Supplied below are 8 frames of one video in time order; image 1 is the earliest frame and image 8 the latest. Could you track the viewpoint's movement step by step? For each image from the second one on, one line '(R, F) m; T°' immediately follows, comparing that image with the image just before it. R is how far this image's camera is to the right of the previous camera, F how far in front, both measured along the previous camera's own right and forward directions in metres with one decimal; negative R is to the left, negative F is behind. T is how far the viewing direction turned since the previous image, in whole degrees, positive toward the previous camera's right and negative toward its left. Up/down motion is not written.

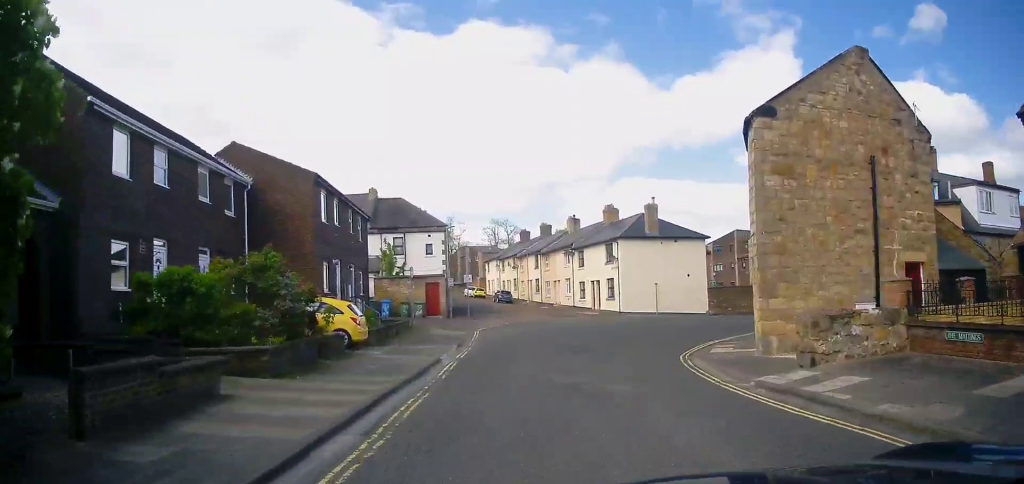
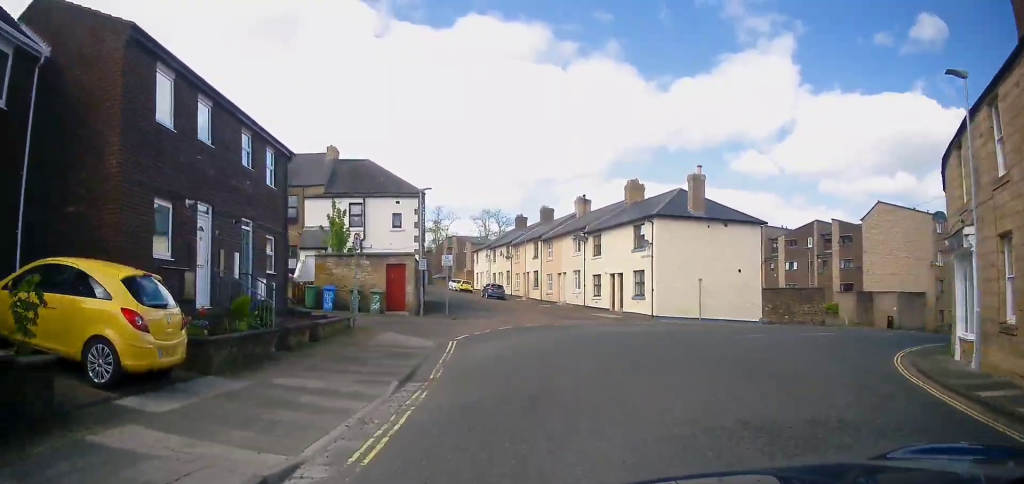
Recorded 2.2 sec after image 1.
(+1.0, +11.8) m; 0°
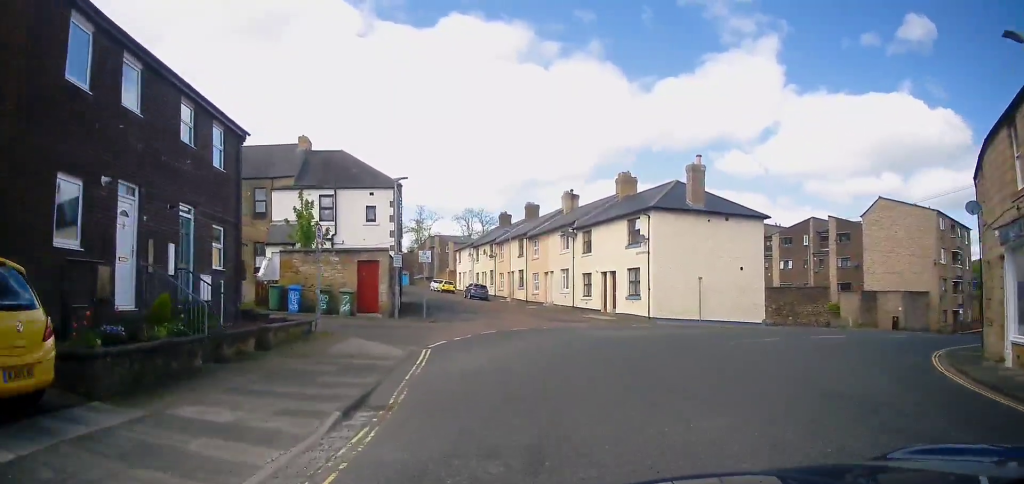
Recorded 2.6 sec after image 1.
(-0.3, +2.6) m; 0°
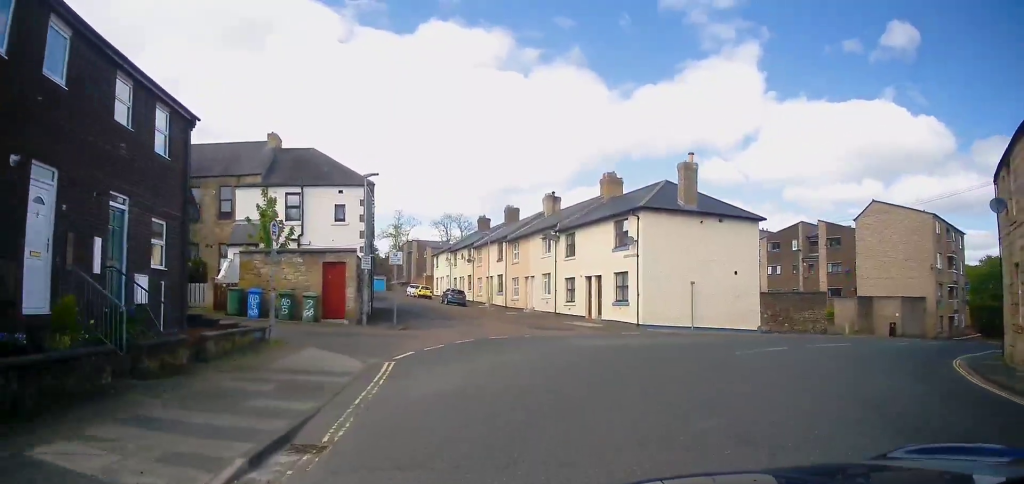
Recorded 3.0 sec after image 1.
(-0.2, +2.1) m; 0°
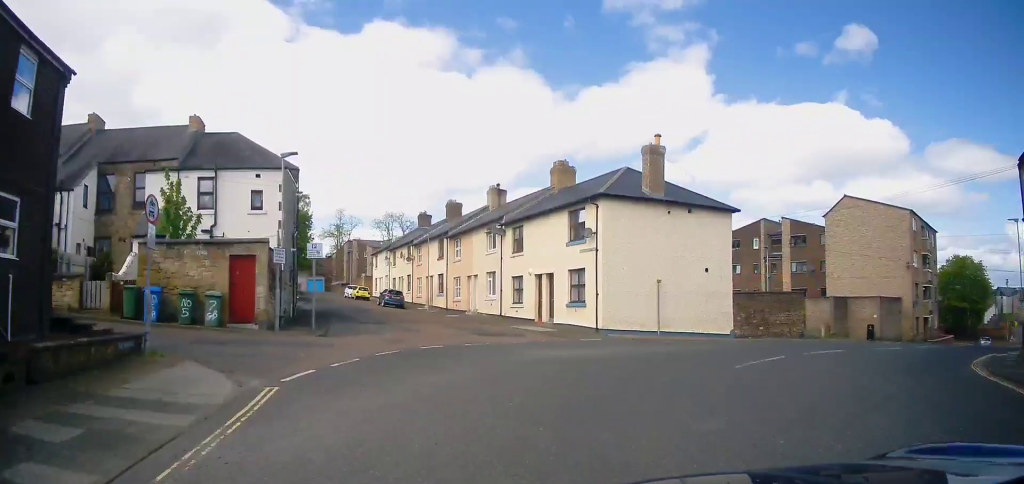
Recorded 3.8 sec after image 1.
(+0.3, +3.8) m; +8°
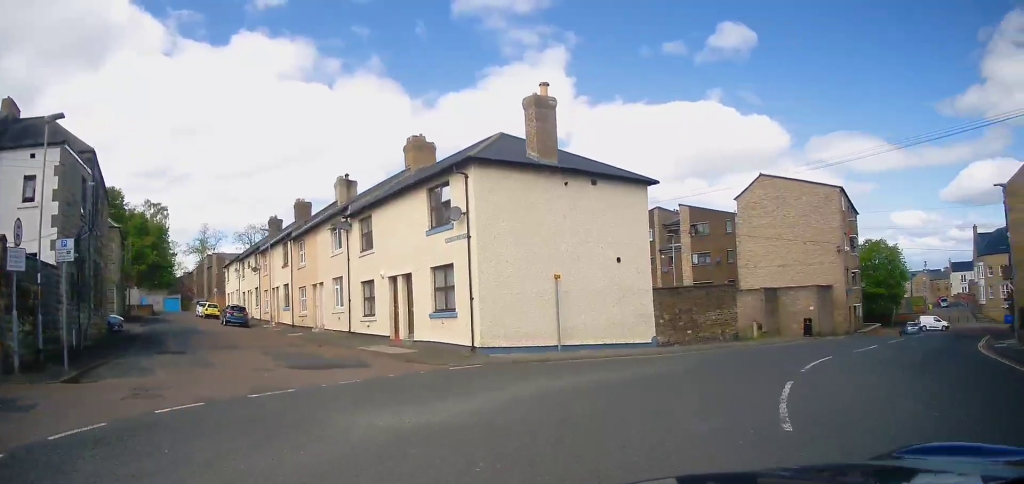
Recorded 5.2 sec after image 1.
(+1.0, +7.1) m; +12°
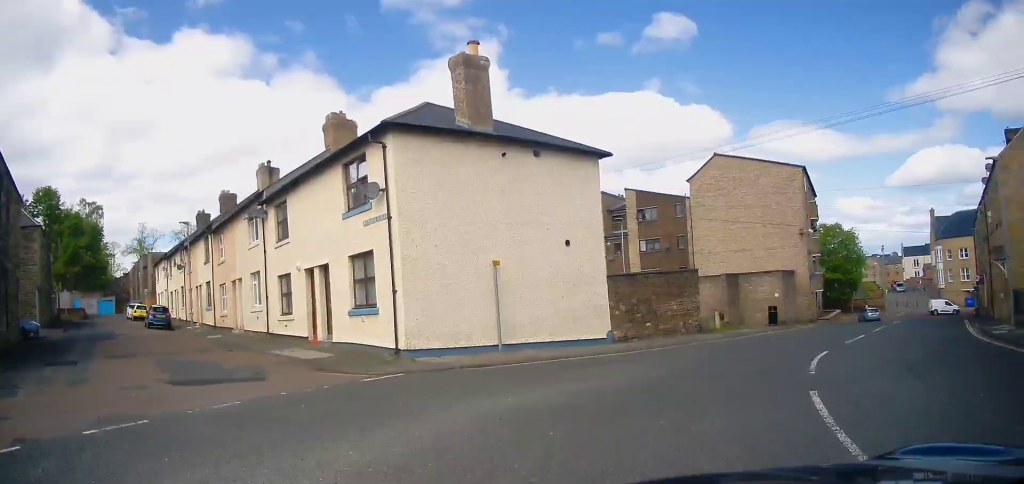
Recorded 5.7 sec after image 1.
(0.0, +2.9) m; +7°
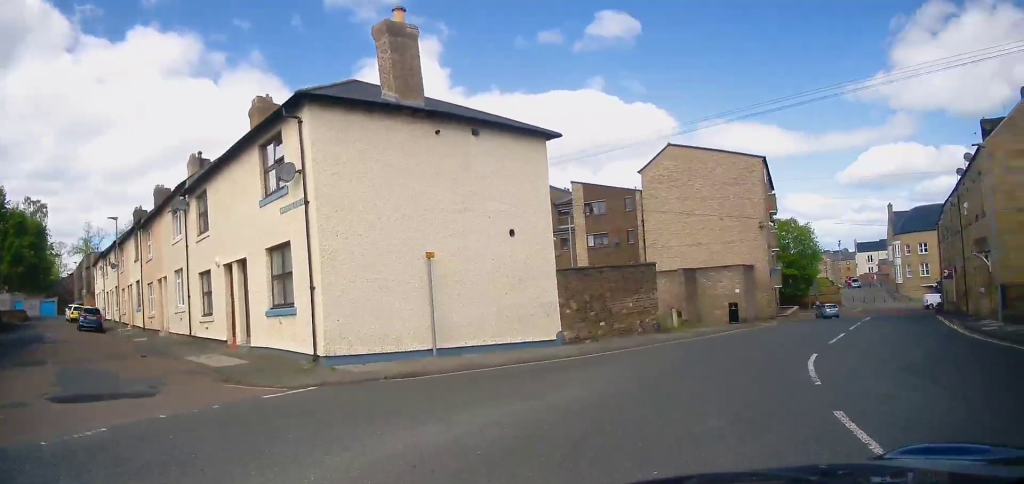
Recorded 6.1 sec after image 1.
(-0.2, +2.0) m; +5°
